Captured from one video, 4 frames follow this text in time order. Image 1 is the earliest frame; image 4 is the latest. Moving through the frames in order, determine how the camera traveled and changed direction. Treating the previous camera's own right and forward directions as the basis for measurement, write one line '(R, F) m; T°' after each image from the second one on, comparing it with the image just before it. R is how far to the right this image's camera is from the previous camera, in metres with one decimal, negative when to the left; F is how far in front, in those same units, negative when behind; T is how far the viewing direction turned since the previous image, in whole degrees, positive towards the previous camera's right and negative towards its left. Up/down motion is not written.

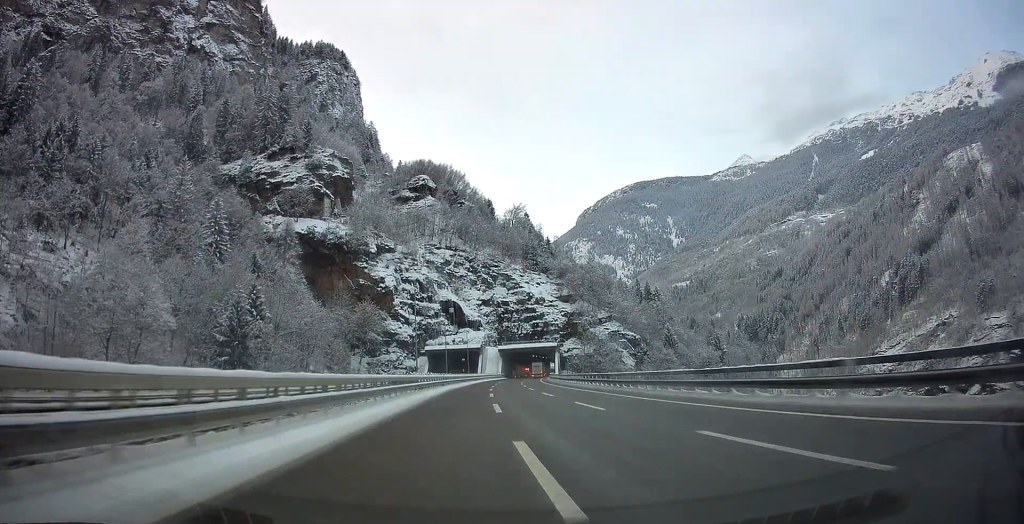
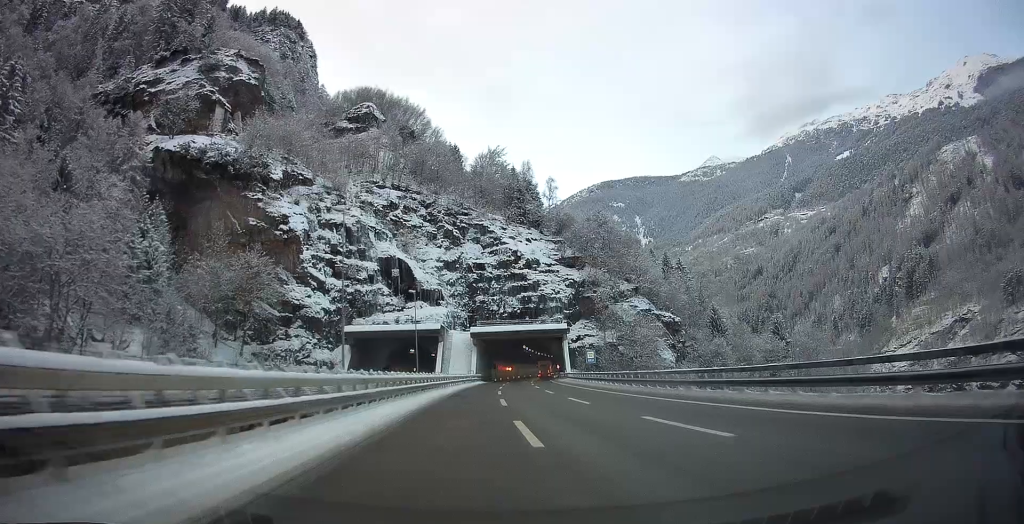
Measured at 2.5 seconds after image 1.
(+9.4, +60.9) m; +10°
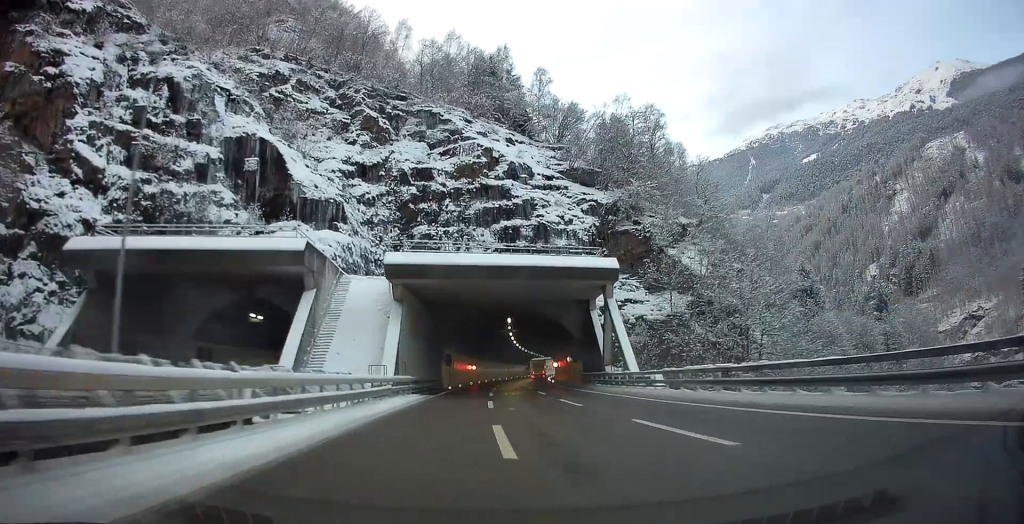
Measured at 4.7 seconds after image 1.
(+2.2, +57.5) m; +5°
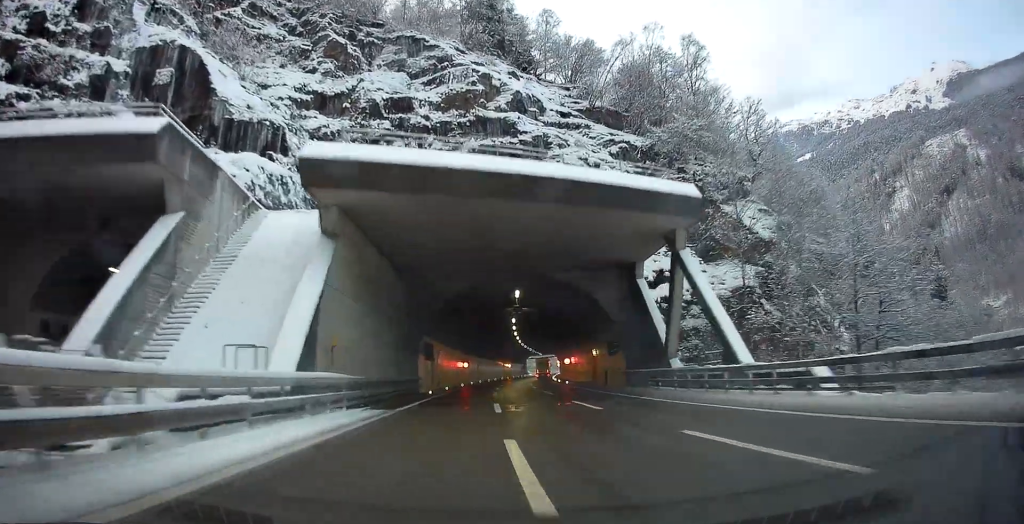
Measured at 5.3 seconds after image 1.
(+0.1, +17.8) m; +2°
